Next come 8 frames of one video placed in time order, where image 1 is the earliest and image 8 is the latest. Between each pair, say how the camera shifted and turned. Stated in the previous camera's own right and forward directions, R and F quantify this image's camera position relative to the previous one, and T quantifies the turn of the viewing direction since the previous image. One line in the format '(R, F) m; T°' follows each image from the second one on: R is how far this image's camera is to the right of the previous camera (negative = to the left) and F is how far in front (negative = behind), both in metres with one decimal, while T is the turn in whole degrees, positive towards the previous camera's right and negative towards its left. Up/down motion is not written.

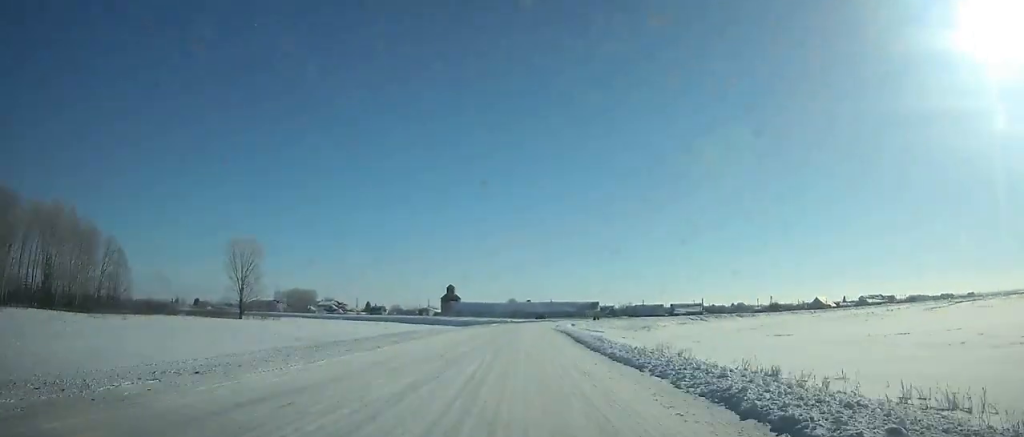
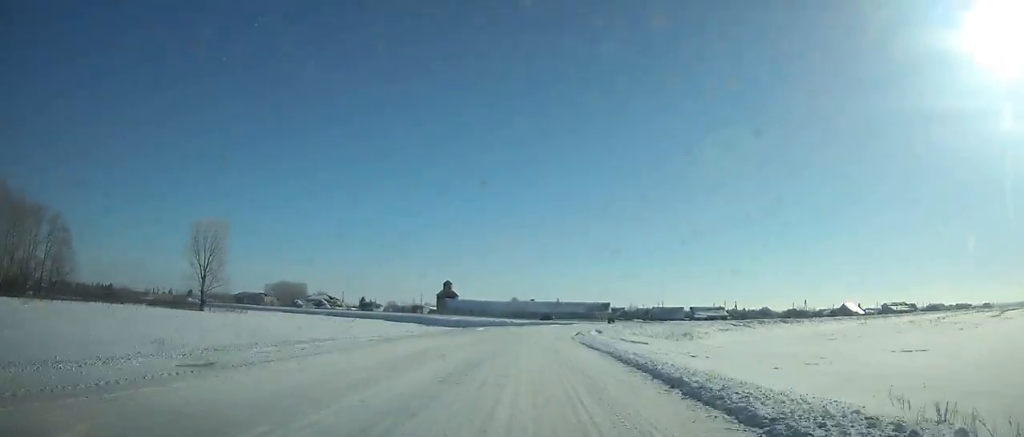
(0.0, +25.0) m; +1°
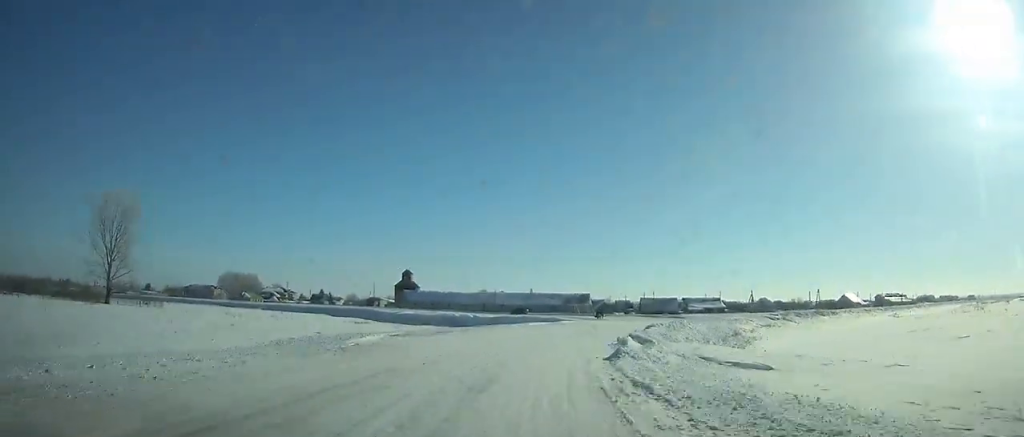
(+0.2, +27.4) m; +5°
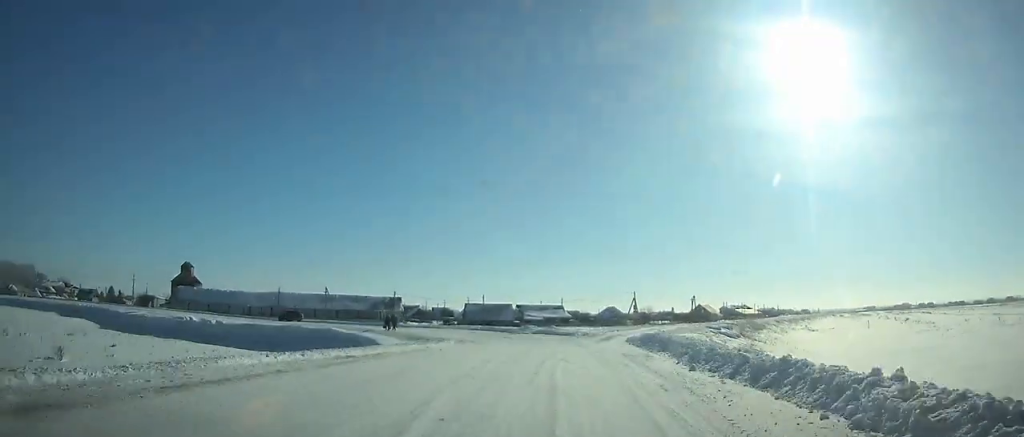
(+3.6, +38.1) m; +8°
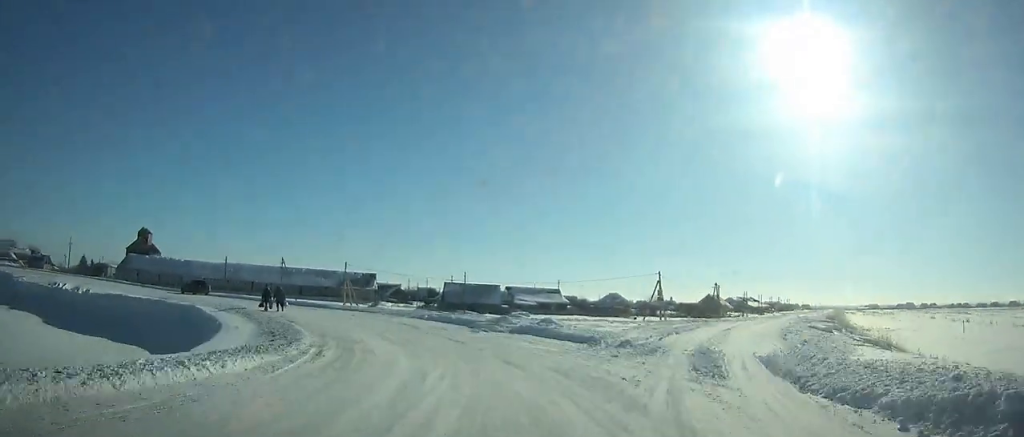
(+0.9, +21.8) m; -3°
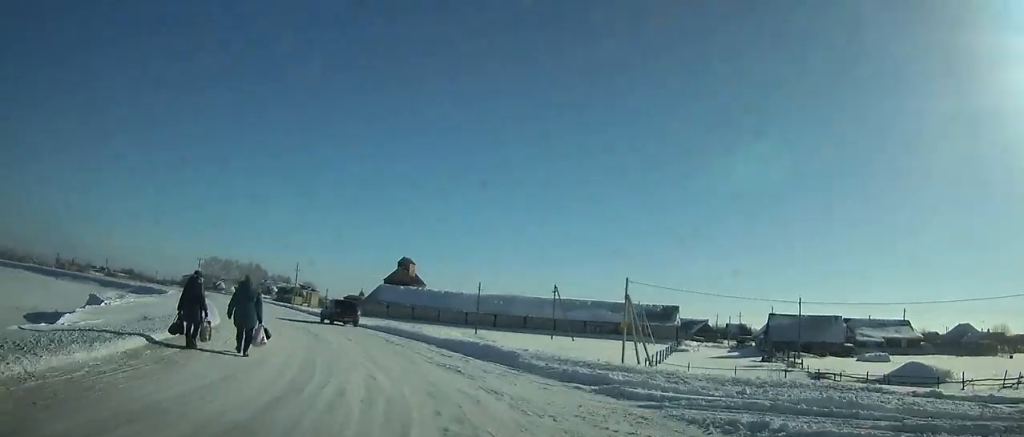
(-3.0, +30.7) m; -22°
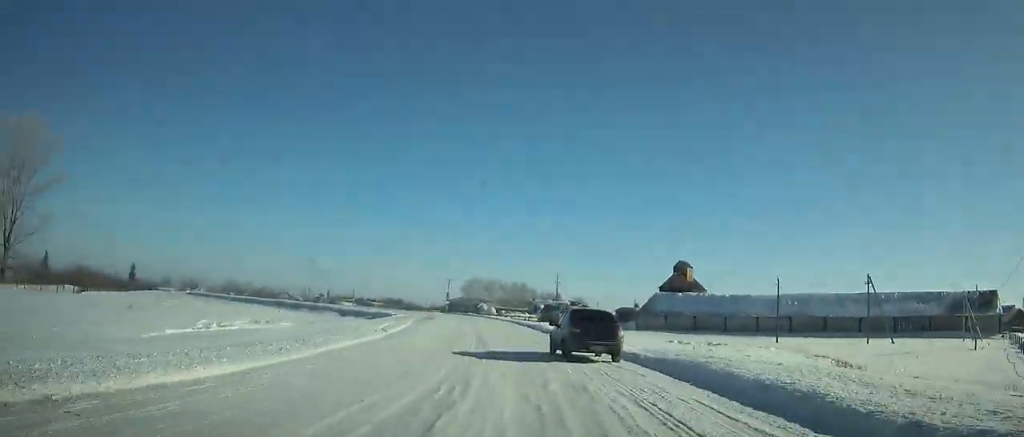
(-2.8, +18.7) m; -18°
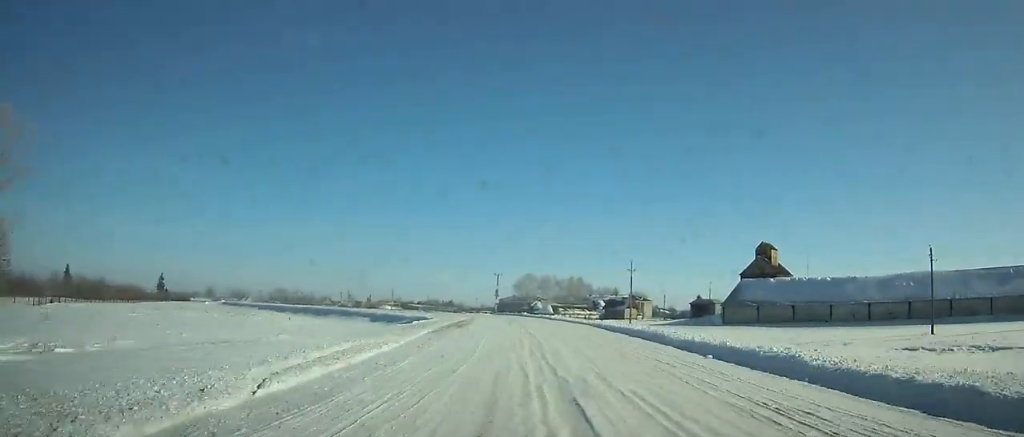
(-4.7, +21.0) m; -13°
